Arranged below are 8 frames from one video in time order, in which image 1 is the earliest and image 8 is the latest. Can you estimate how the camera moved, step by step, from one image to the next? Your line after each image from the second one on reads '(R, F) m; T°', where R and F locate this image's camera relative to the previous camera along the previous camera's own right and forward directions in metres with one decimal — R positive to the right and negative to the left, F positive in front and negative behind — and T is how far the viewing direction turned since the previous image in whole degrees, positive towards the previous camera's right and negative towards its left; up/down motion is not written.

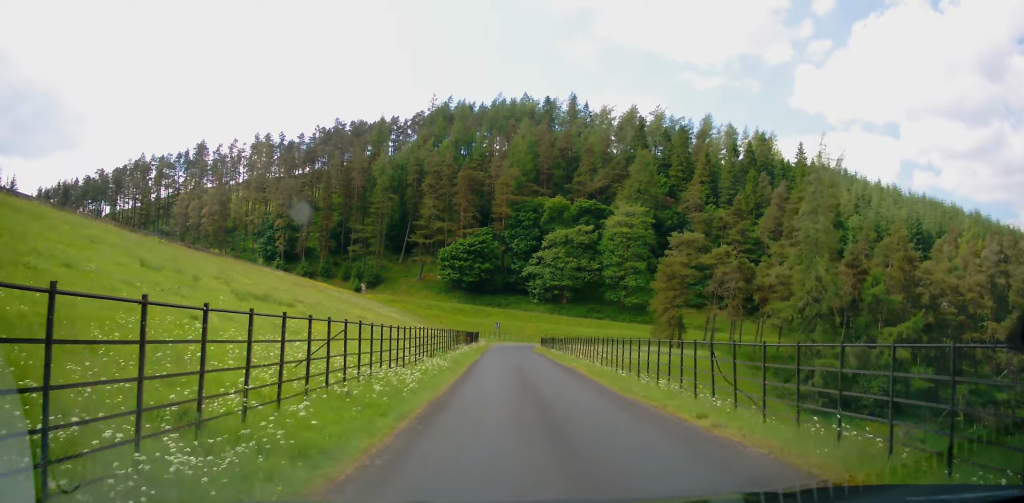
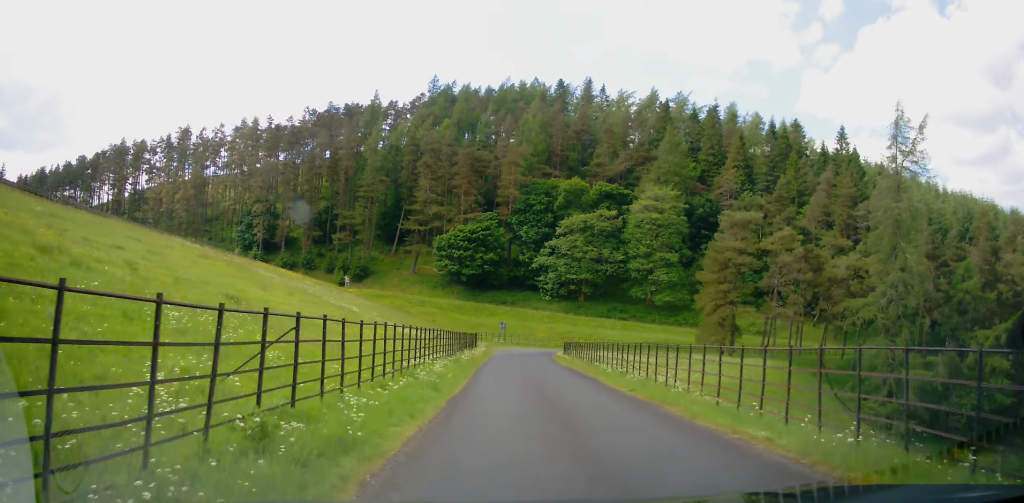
(0.0, +16.3) m; 0°
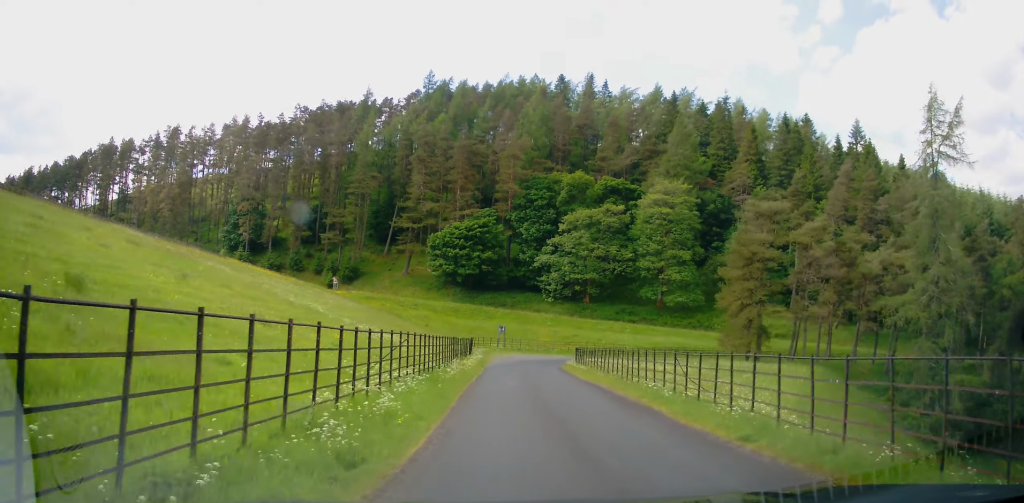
(0.0, +6.6) m; 0°
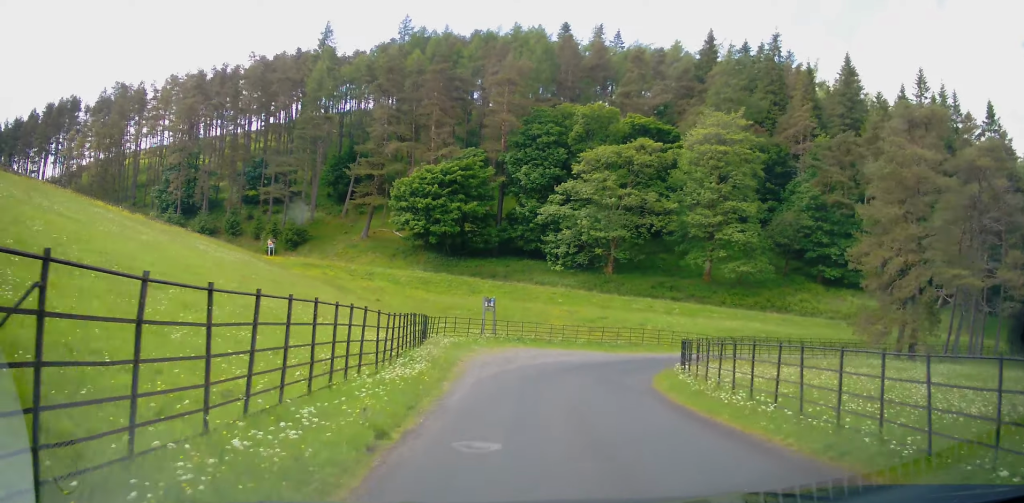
(+0.4, +23.6) m; +1°
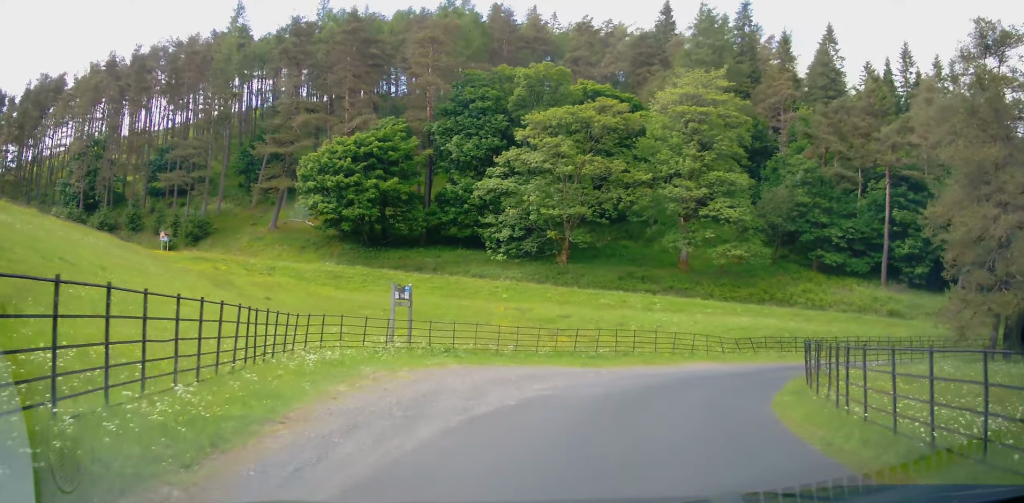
(-0.3, +12.4) m; +7°
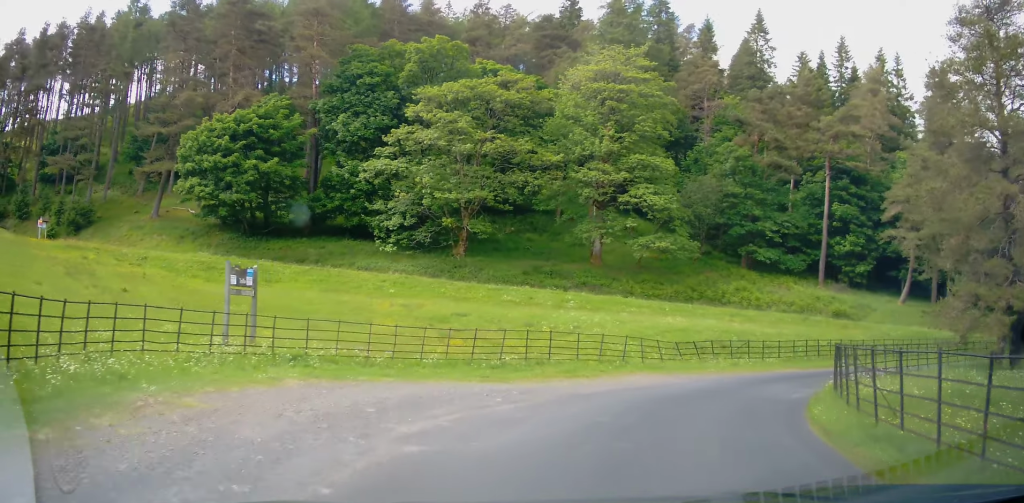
(+0.8, +5.8) m; +11°
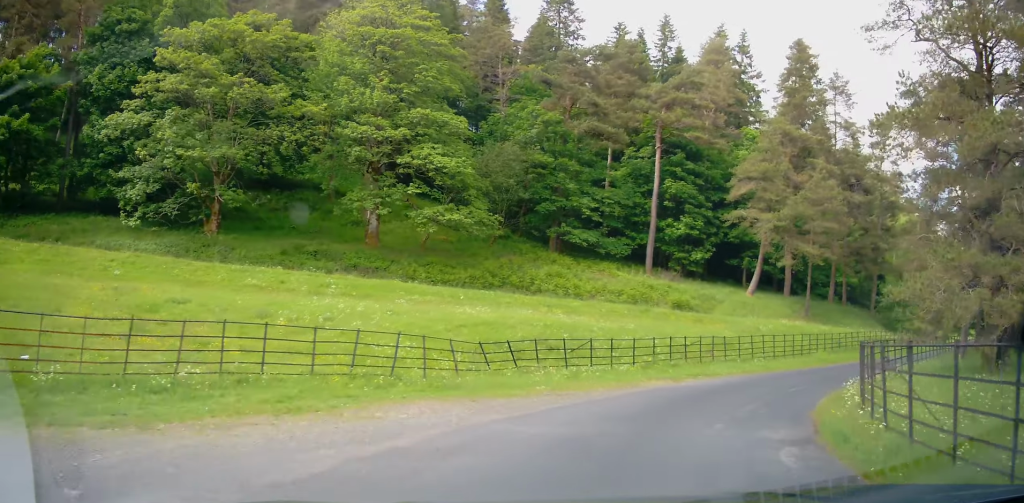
(+1.5, +8.5) m; +16°
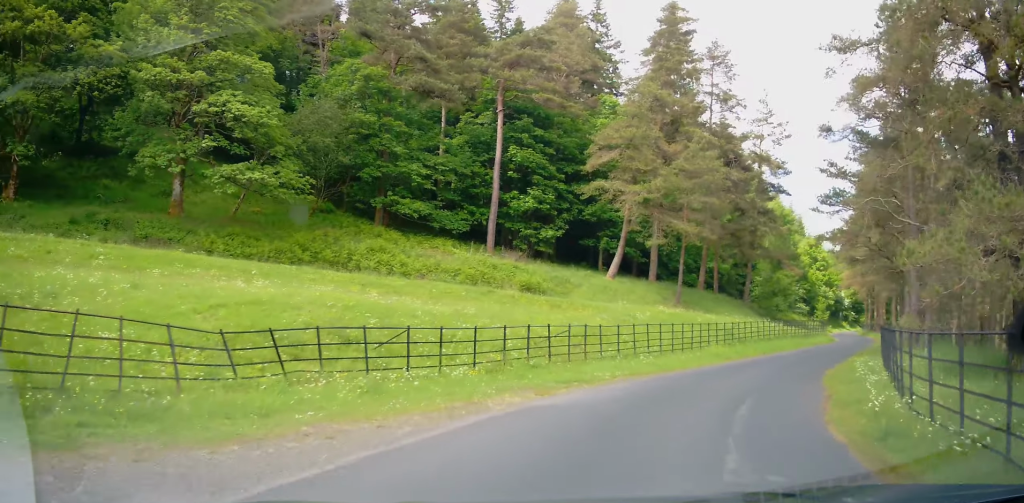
(+0.4, +5.7) m; +11°
